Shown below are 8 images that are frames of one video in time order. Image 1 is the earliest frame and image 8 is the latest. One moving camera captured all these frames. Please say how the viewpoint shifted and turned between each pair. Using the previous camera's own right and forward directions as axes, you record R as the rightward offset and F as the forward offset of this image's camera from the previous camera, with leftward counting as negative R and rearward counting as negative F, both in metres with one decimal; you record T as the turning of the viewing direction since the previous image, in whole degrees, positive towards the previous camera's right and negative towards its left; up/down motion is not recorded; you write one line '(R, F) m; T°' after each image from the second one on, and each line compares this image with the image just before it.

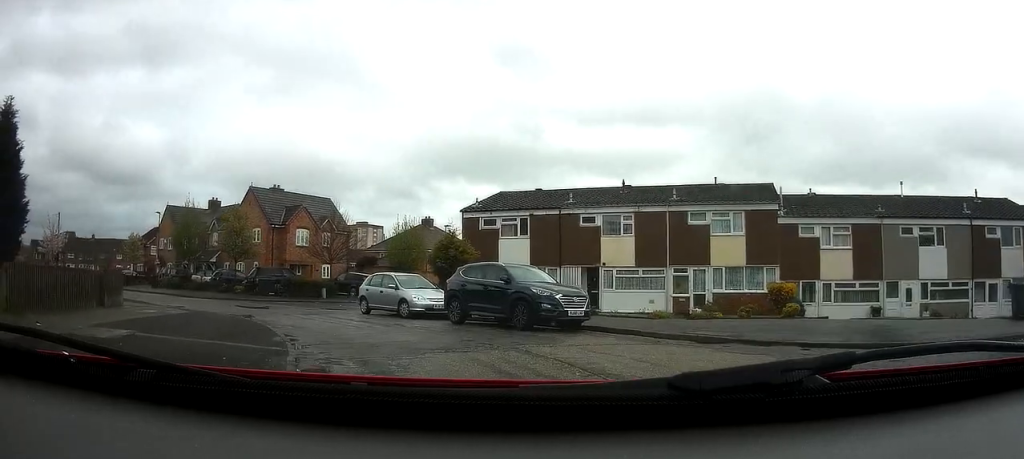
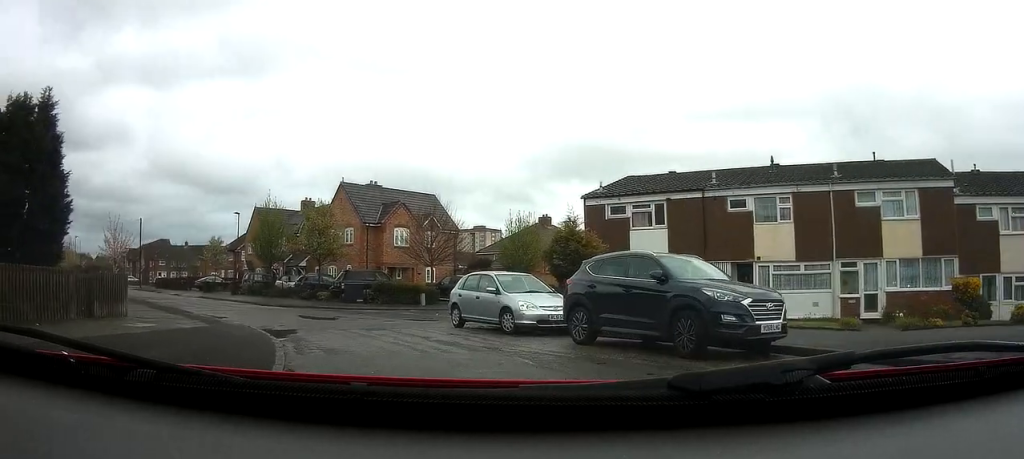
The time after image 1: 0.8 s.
(-0.2, +5.2) m; -10°
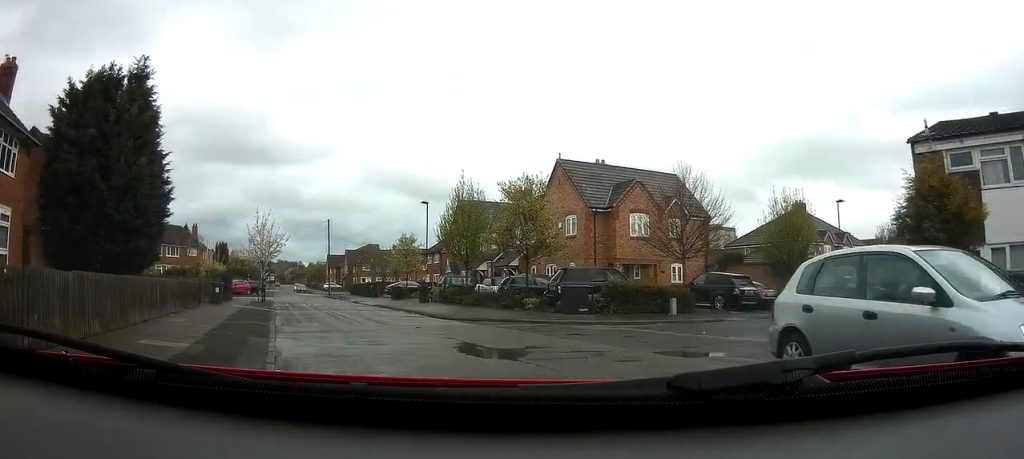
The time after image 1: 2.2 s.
(-1.9, +9.0) m; -25°
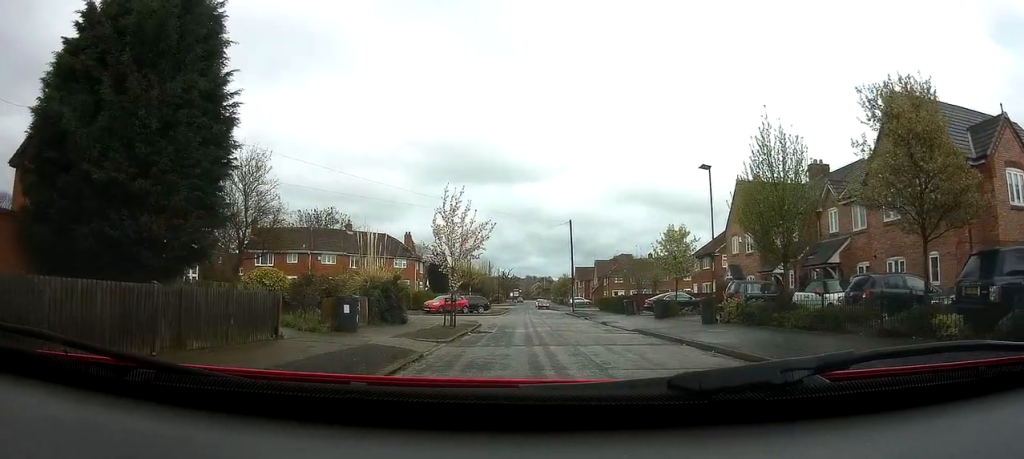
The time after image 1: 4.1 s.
(-2.6, +12.3) m; -19°
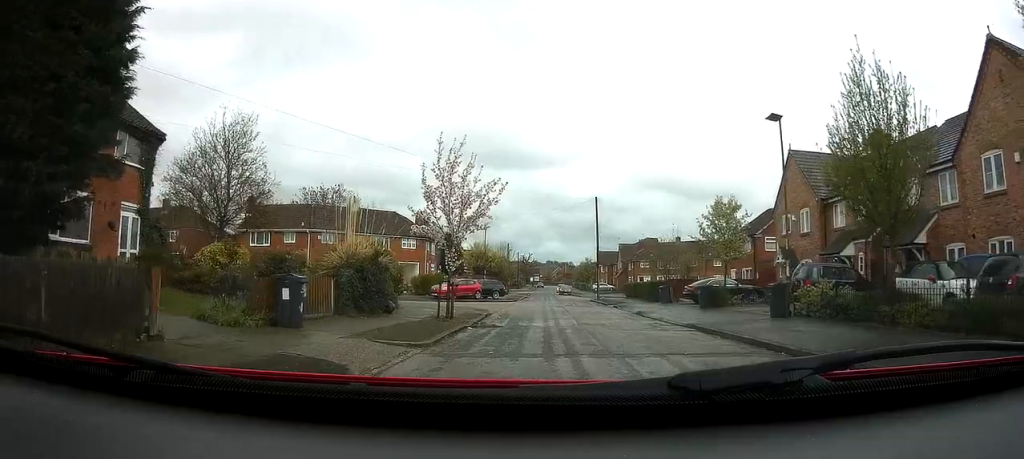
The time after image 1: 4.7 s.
(-0.2, +5.4) m; -2°
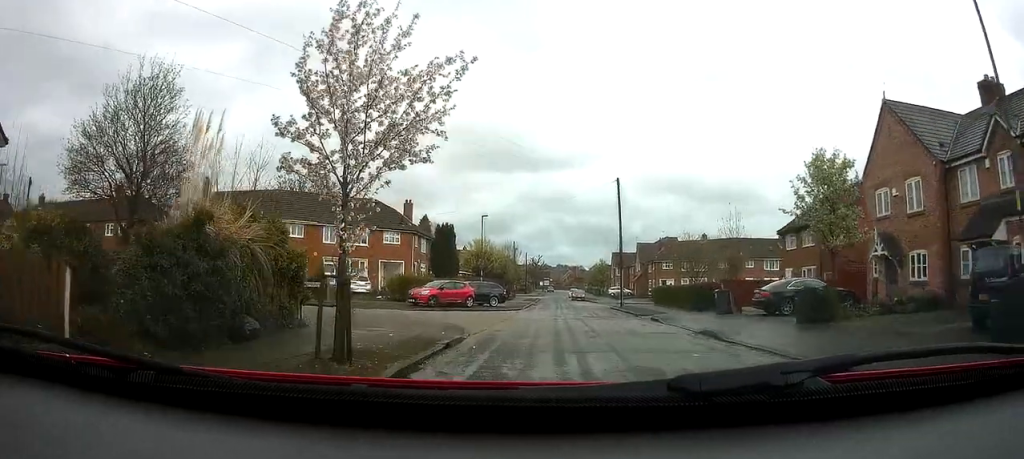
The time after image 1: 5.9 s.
(-0.3, +9.7) m; -2°
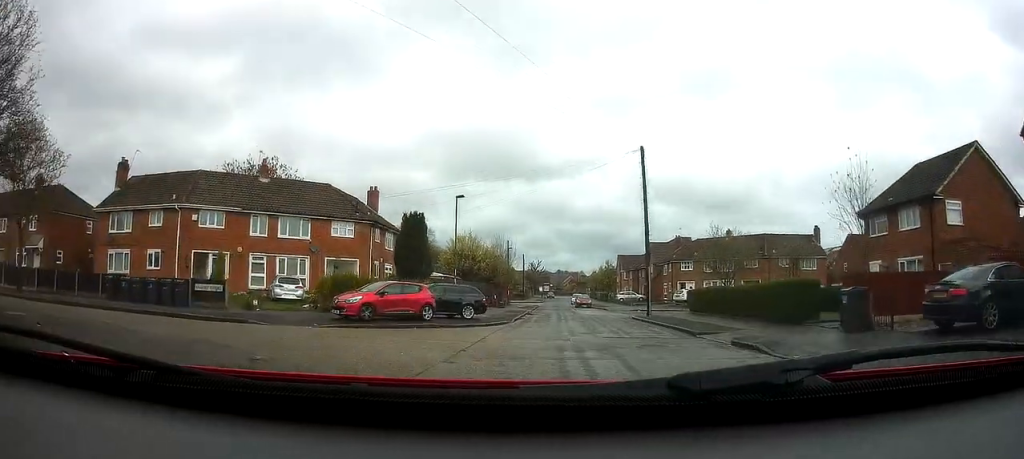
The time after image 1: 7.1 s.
(-0.1, +11.3) m; 0°
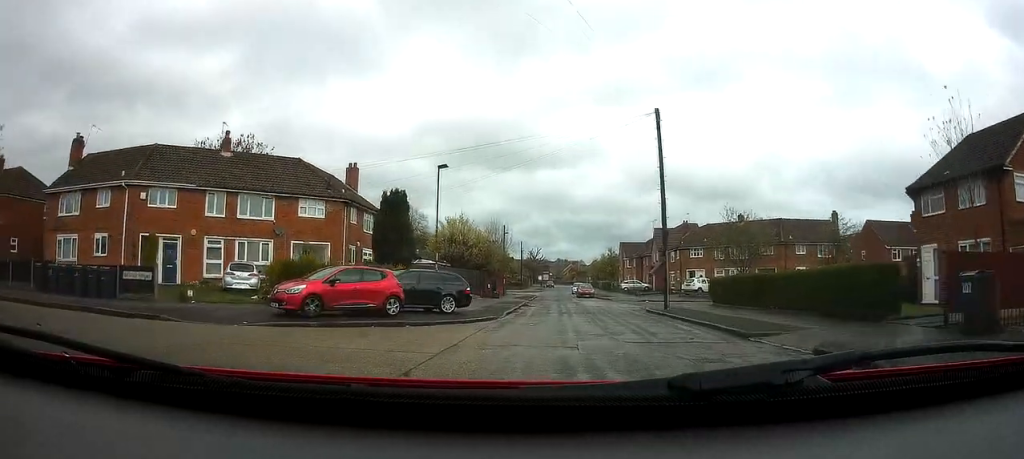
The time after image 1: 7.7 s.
(0.0, +4.9) m; 0°
